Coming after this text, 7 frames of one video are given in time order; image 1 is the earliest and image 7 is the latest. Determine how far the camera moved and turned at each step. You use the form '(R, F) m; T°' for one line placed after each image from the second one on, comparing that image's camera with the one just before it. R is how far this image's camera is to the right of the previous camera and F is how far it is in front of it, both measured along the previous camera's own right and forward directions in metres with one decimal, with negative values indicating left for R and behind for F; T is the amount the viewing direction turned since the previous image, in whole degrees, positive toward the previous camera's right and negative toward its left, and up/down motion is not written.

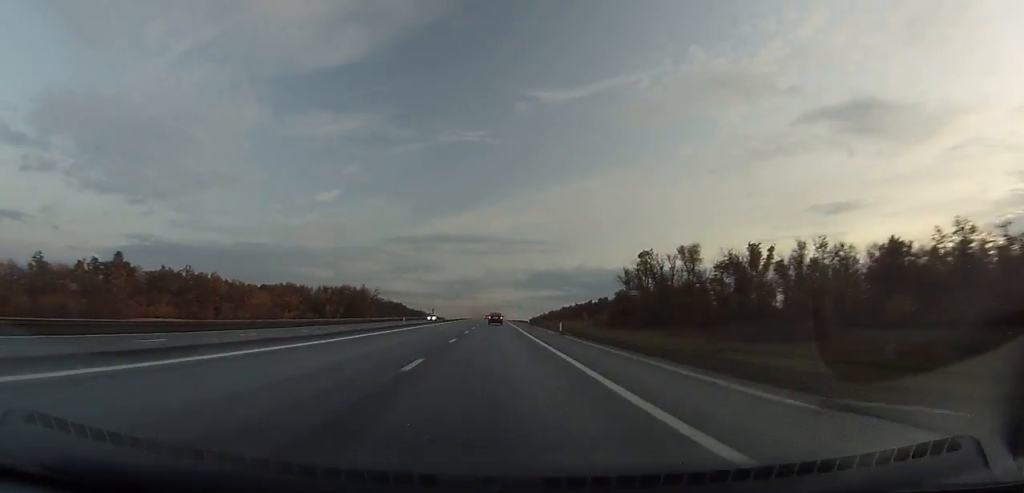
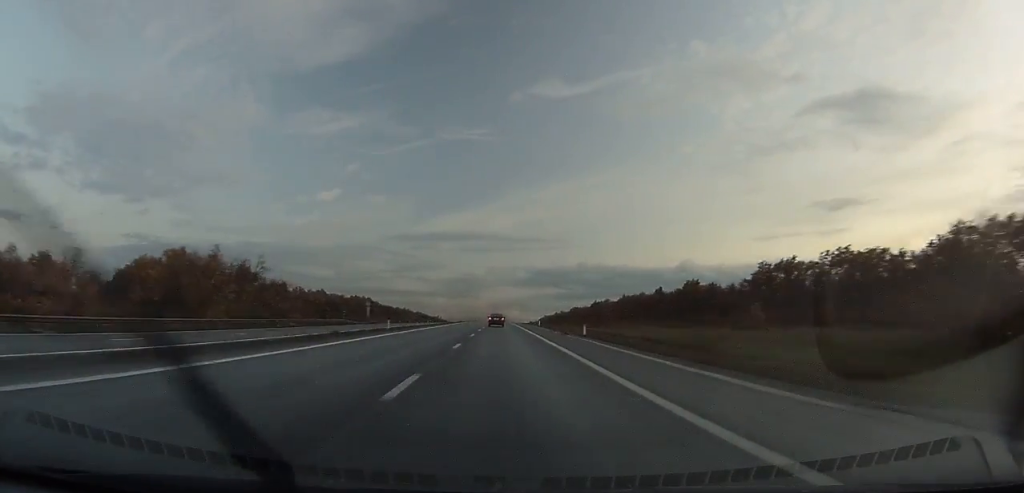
(0.0, +101.0) m; 0°
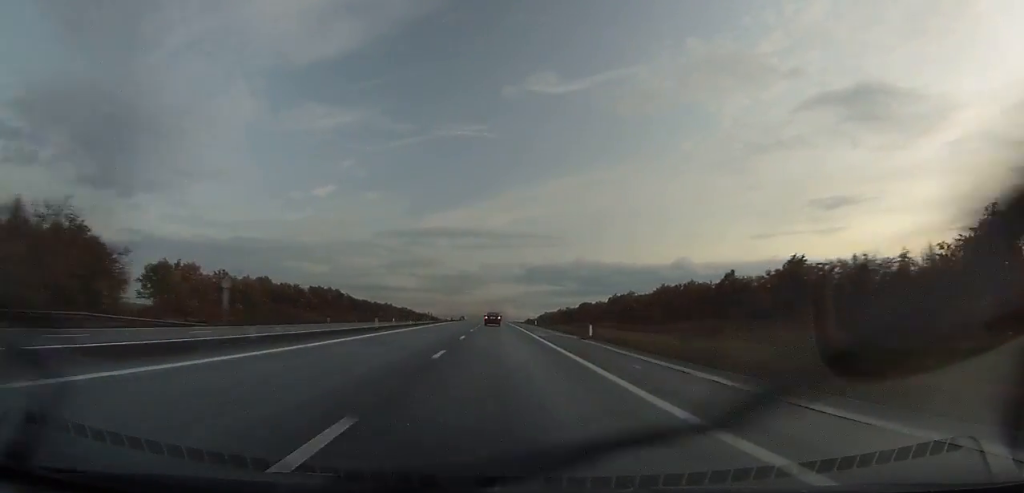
(0.0, +46.6) m; 0°
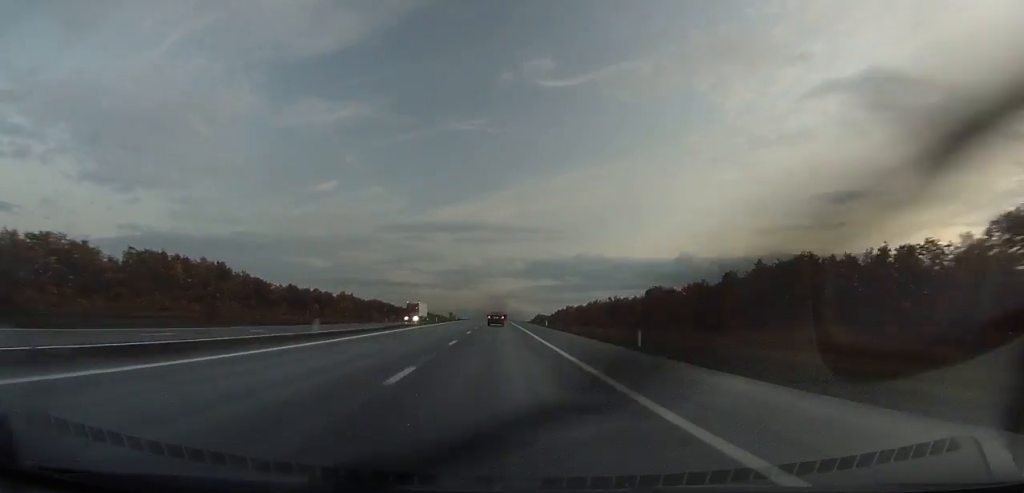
(+0.2, +107.0) m; 0°
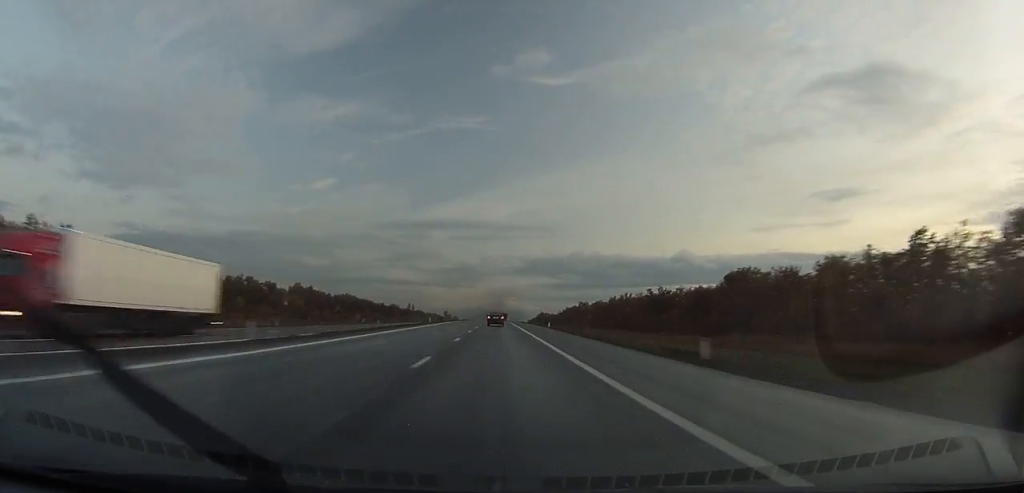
(-0.1, +55.7) m; 0°
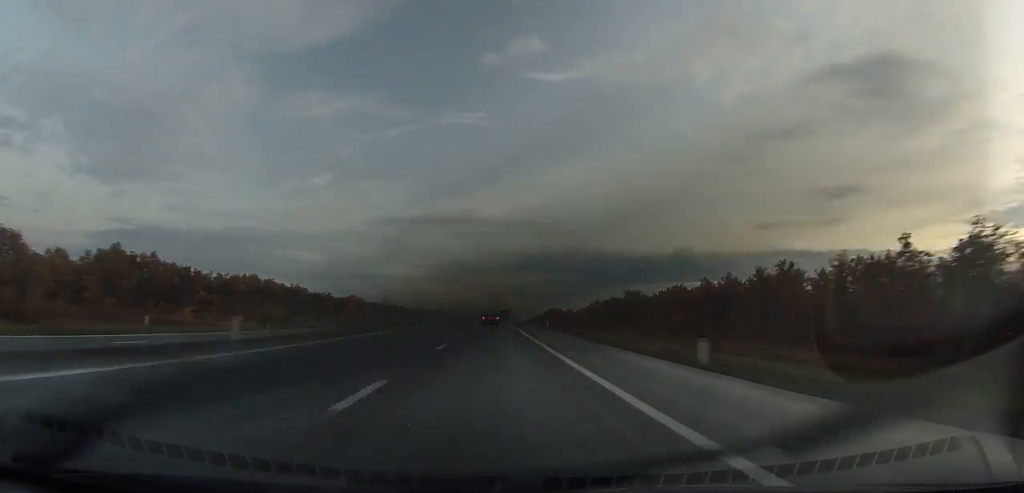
(-0.1, +100.5) m; 0°
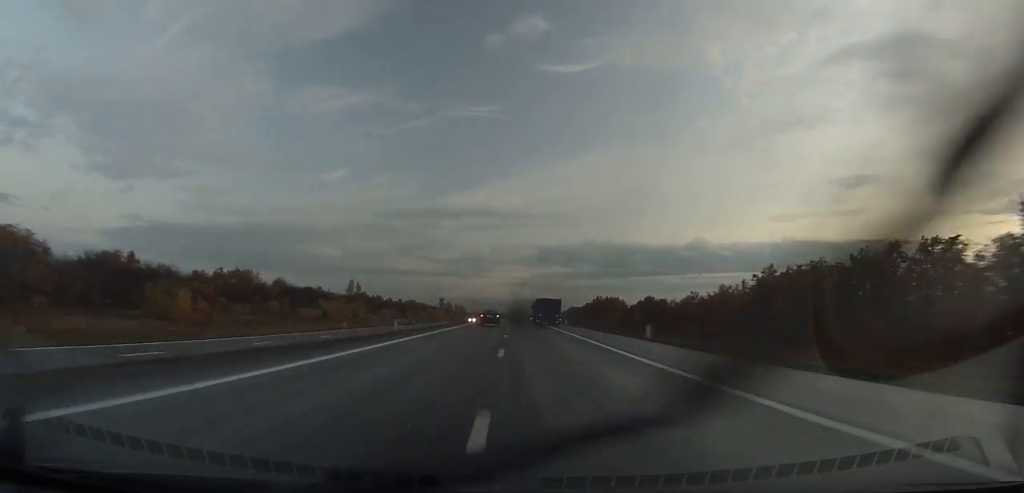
(-0.5, +133.7) m; -1°
